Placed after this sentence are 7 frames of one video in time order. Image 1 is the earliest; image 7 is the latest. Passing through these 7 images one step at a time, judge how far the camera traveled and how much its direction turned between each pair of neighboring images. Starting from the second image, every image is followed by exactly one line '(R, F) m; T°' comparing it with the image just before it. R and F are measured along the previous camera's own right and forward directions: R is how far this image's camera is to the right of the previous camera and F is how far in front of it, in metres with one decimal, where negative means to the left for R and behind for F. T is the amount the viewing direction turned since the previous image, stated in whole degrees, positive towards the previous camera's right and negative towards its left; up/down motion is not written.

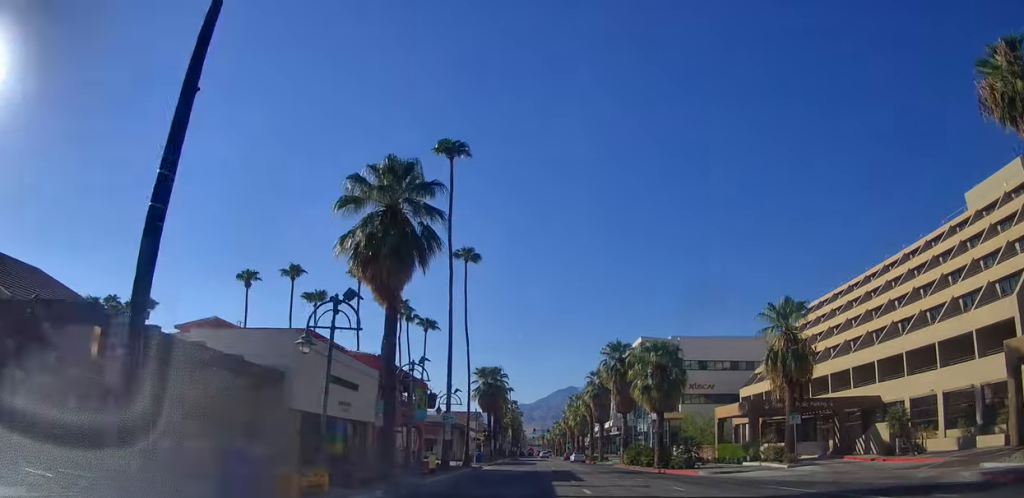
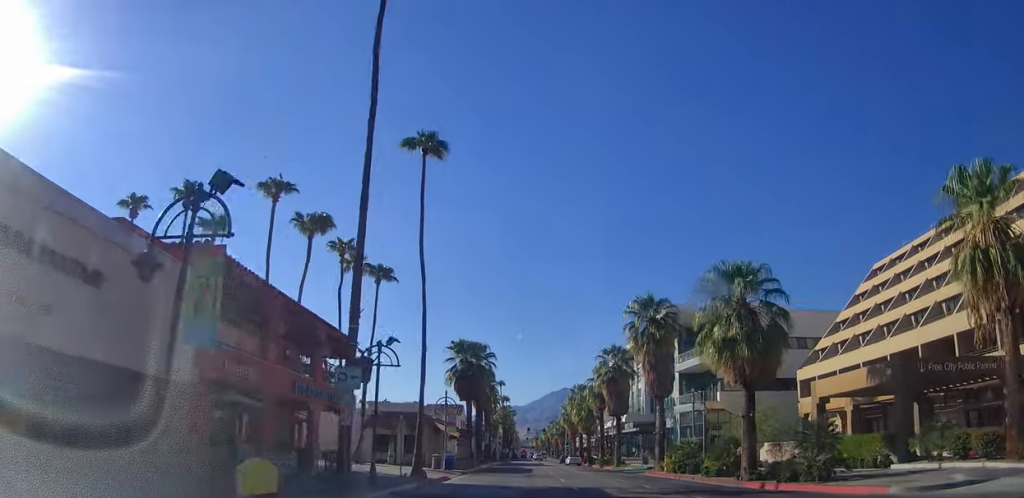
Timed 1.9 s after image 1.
(0.0, +19.0) m; 0°
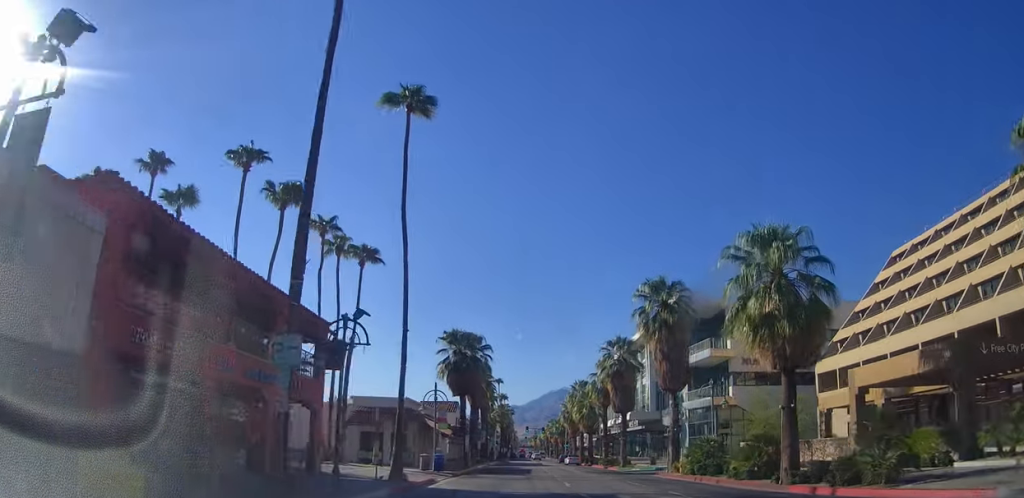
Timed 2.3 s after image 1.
(0.0, +4.3) m; 0°
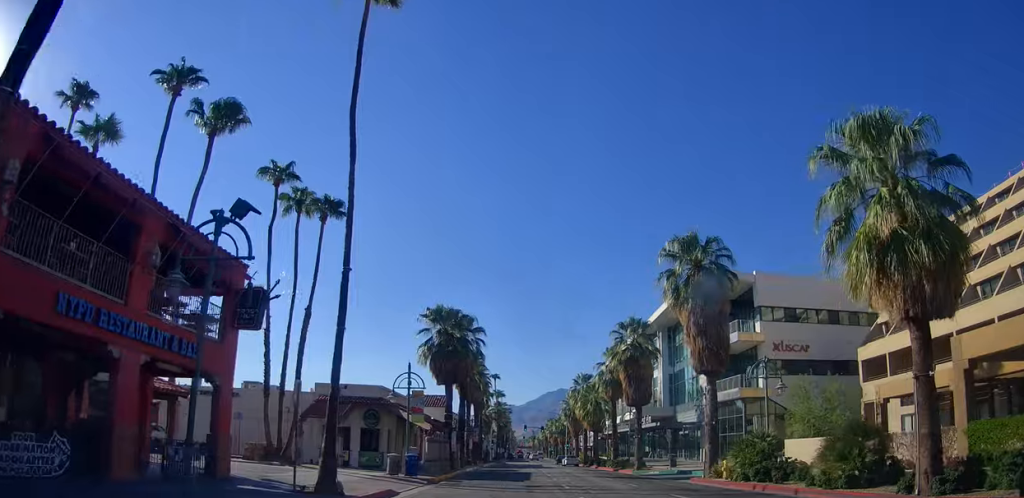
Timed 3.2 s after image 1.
(0.0, +8.2) m; 0°
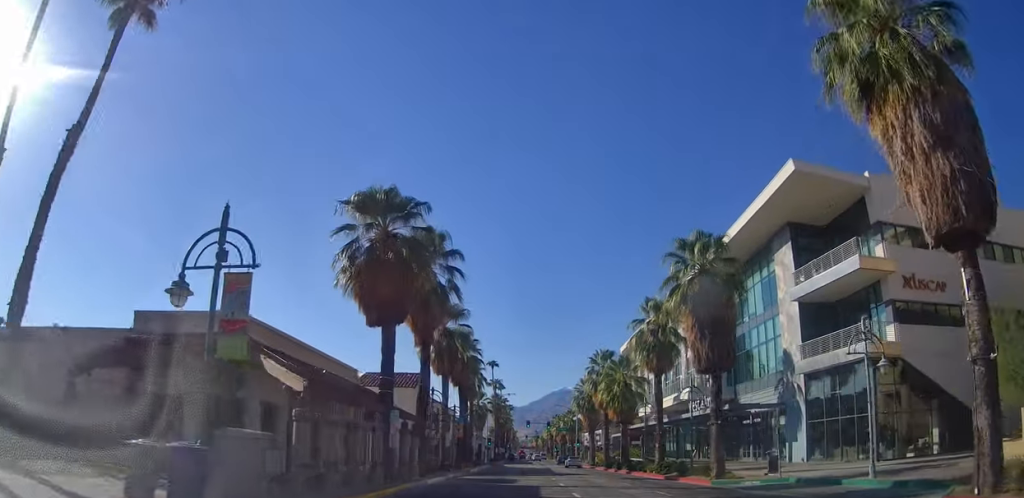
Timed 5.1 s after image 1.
(0.0, +19.4) m; 0°
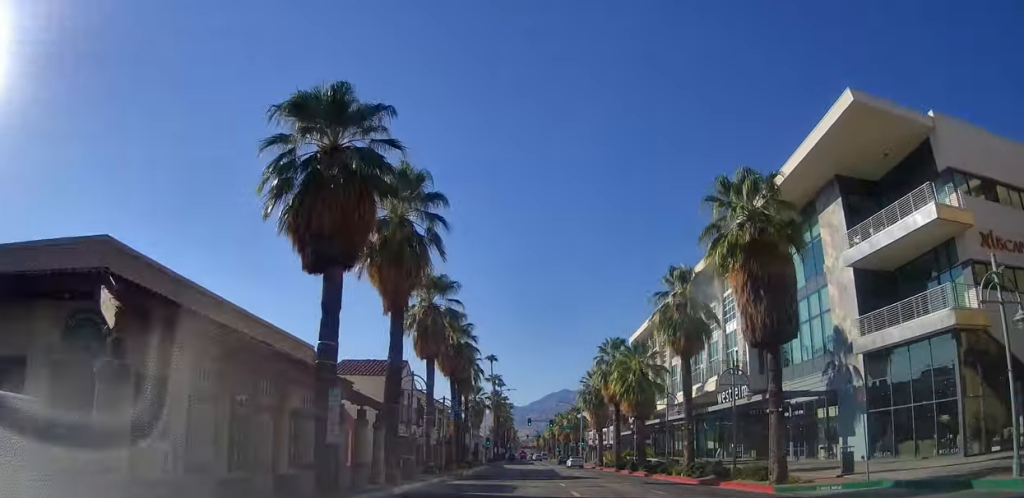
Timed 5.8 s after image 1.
(0.0, +6.9) m; 0°
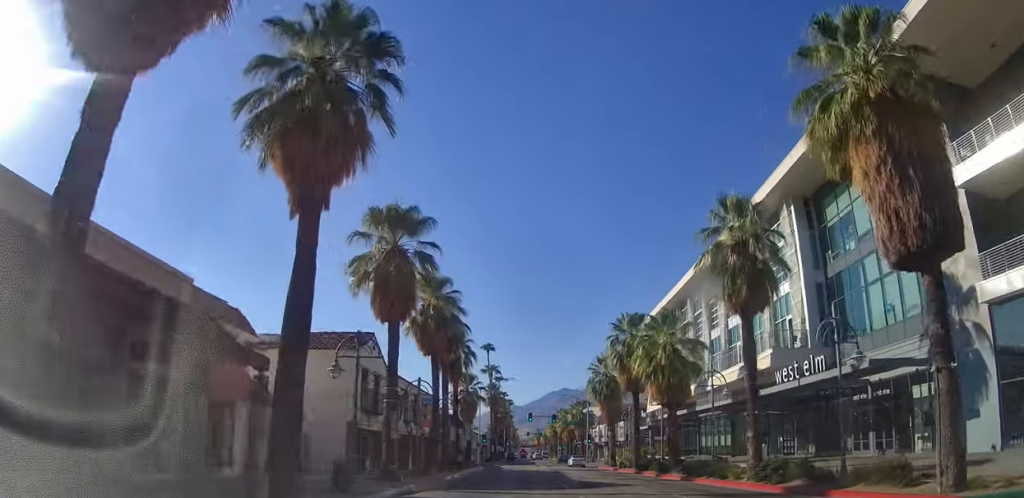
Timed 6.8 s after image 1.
(0.0, +9.7) m; 0°
